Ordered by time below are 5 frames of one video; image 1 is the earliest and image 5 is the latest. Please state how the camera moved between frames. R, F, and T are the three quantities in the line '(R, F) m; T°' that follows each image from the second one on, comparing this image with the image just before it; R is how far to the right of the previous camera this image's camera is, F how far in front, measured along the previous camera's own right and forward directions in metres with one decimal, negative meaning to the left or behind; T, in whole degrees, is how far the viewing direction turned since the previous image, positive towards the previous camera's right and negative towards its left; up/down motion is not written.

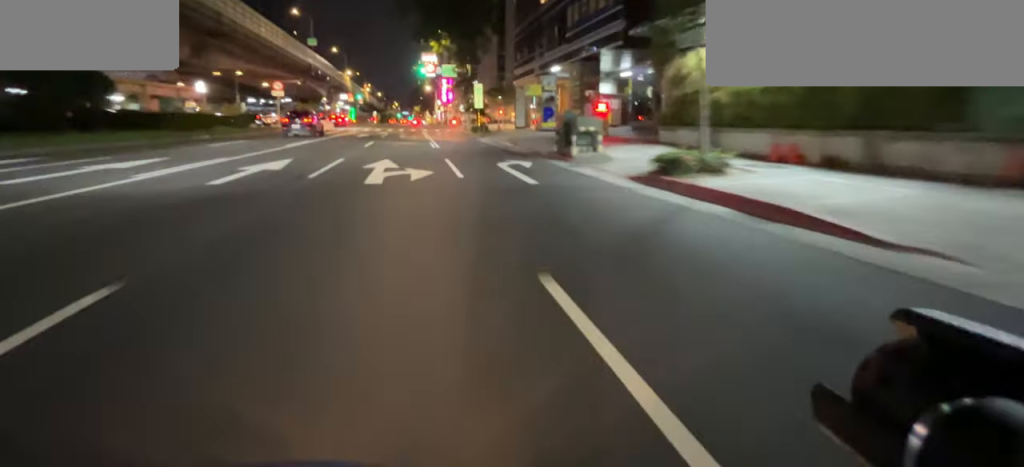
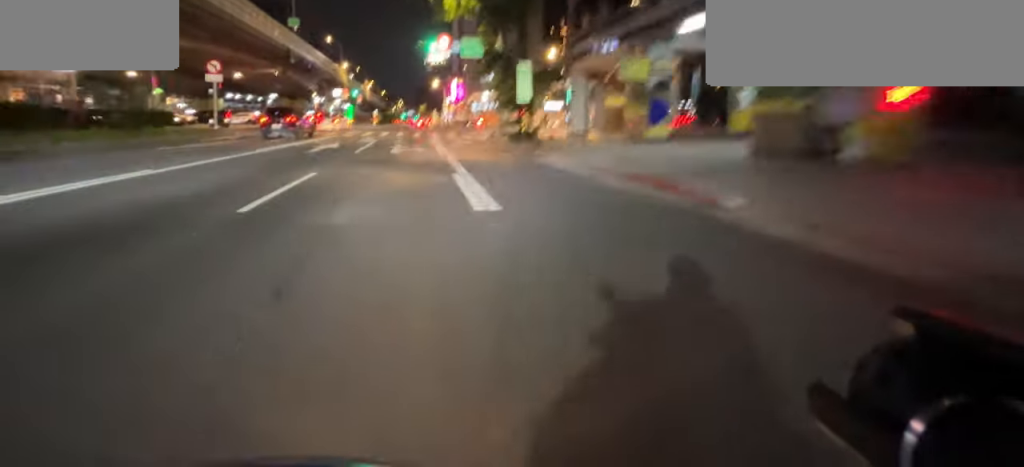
(0.0, +11.2) m; 0°
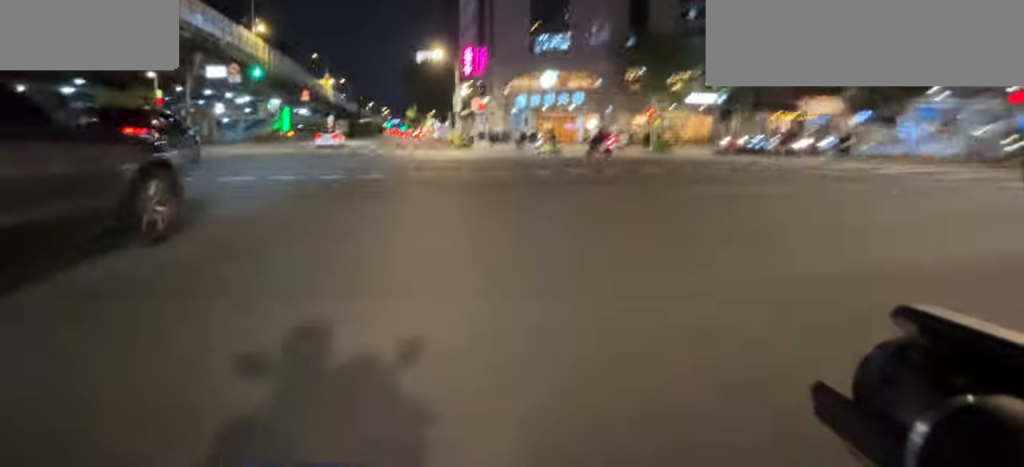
(+1.2, +42.6) m; +5°
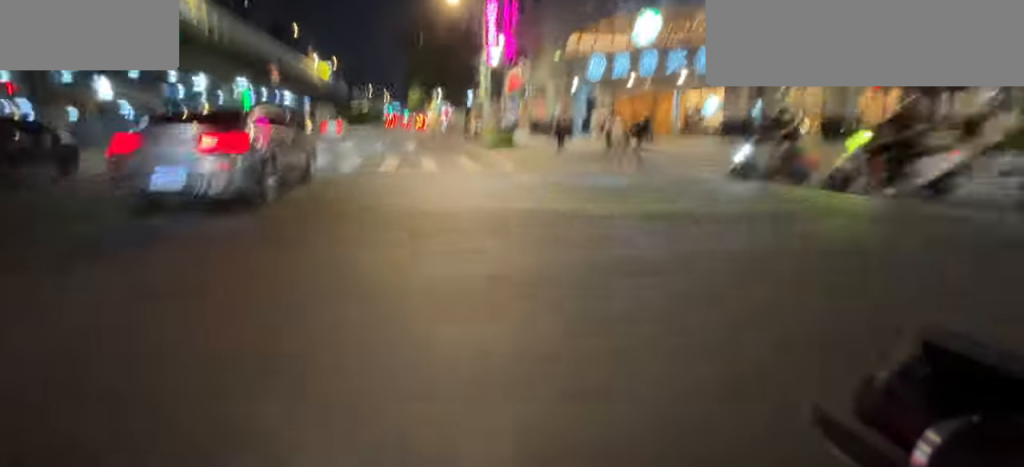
(+0.4, +18.6) m; +1°
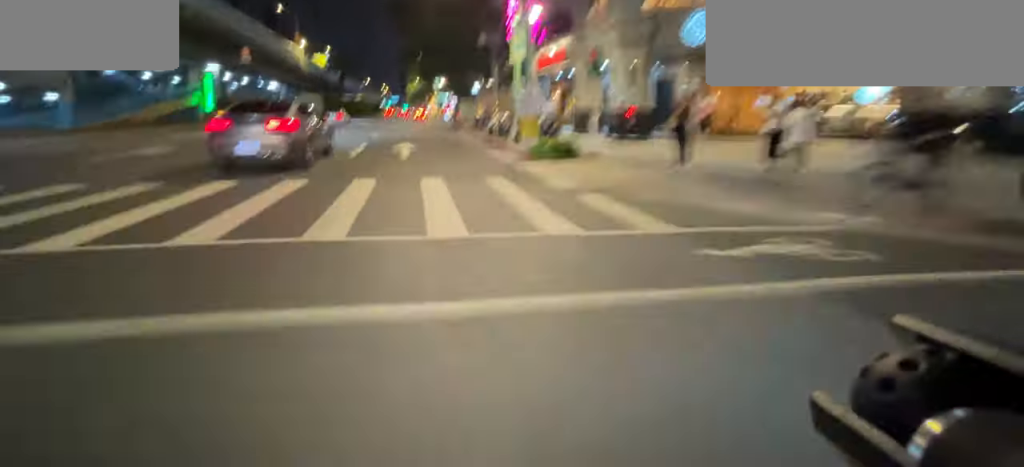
(0.0, +10.2) m; 0°
